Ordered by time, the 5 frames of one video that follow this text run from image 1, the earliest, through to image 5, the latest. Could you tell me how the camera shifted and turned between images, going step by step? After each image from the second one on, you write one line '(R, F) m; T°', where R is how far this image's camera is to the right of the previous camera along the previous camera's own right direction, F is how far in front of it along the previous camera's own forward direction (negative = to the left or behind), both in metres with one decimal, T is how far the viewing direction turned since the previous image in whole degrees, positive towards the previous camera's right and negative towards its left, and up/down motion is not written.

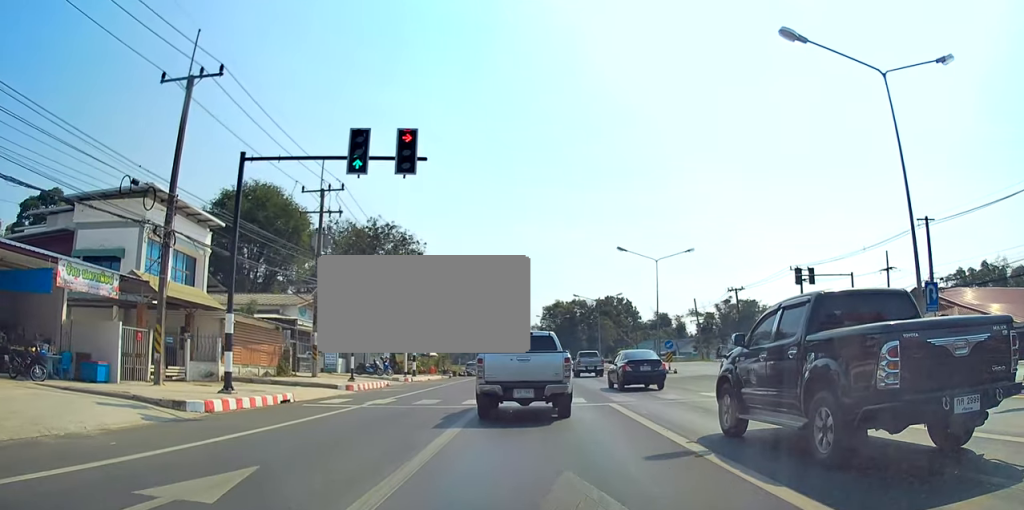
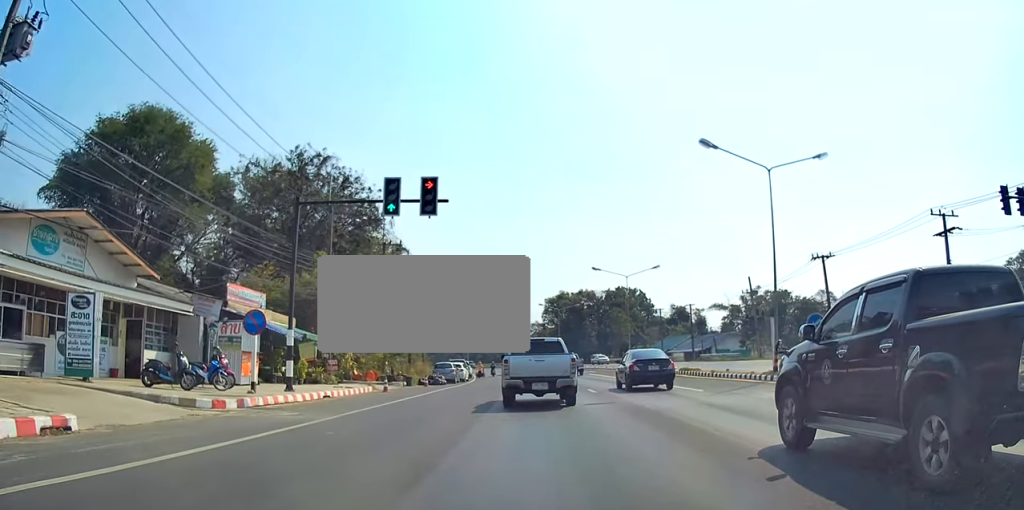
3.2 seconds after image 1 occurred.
(-1.1, +24.3) m; -1°
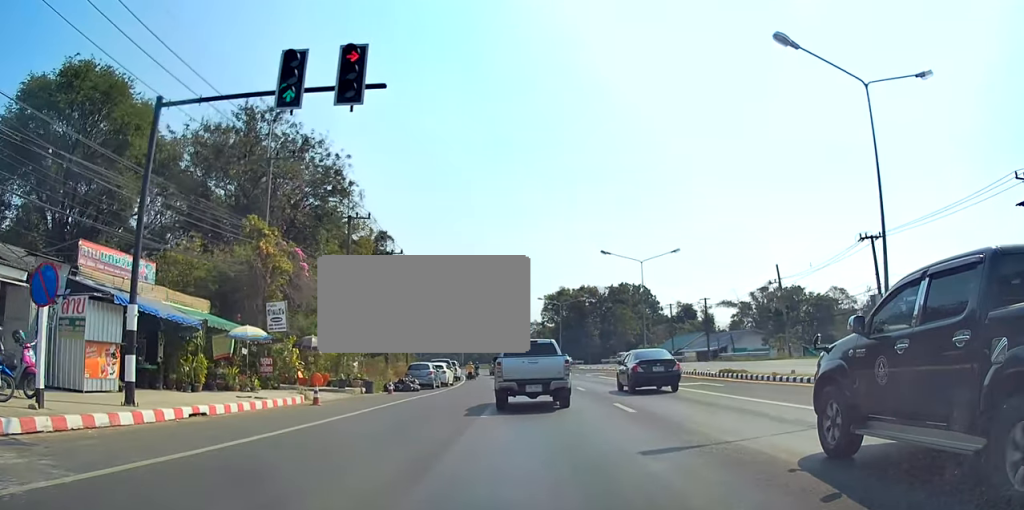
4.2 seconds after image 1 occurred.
(+0.1, +9.1) m; +1°
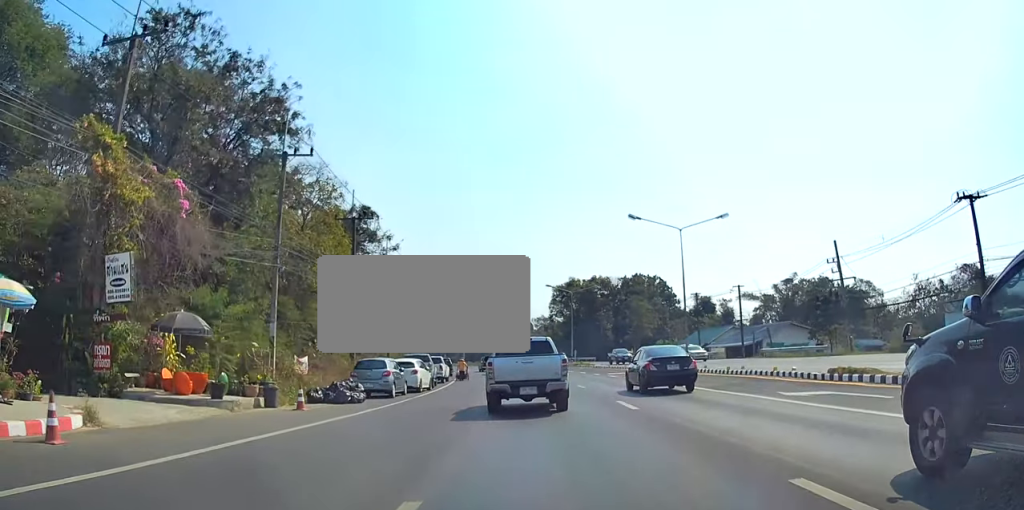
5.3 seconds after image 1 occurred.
(-0.1, +11.1) m; -2°
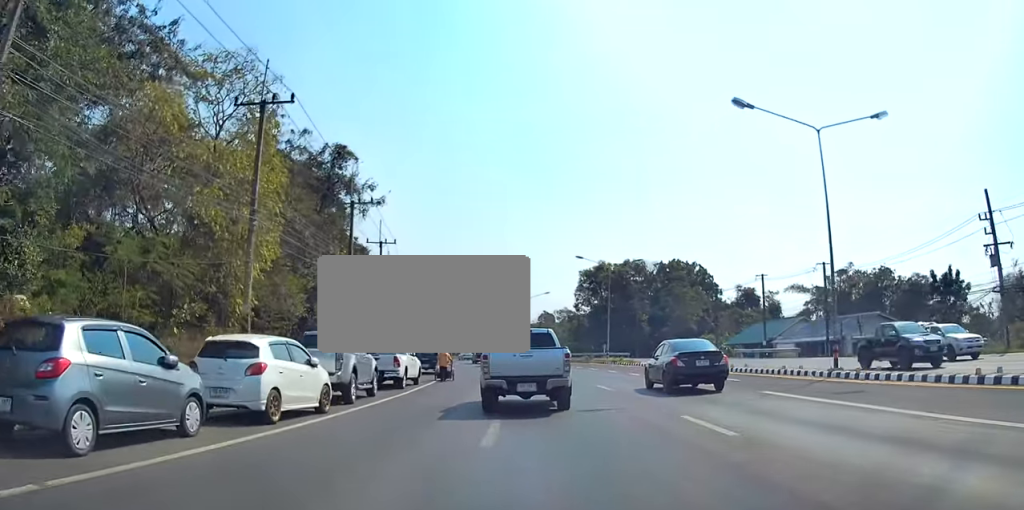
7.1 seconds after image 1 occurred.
(-0.4, +18.1) m; -1°
